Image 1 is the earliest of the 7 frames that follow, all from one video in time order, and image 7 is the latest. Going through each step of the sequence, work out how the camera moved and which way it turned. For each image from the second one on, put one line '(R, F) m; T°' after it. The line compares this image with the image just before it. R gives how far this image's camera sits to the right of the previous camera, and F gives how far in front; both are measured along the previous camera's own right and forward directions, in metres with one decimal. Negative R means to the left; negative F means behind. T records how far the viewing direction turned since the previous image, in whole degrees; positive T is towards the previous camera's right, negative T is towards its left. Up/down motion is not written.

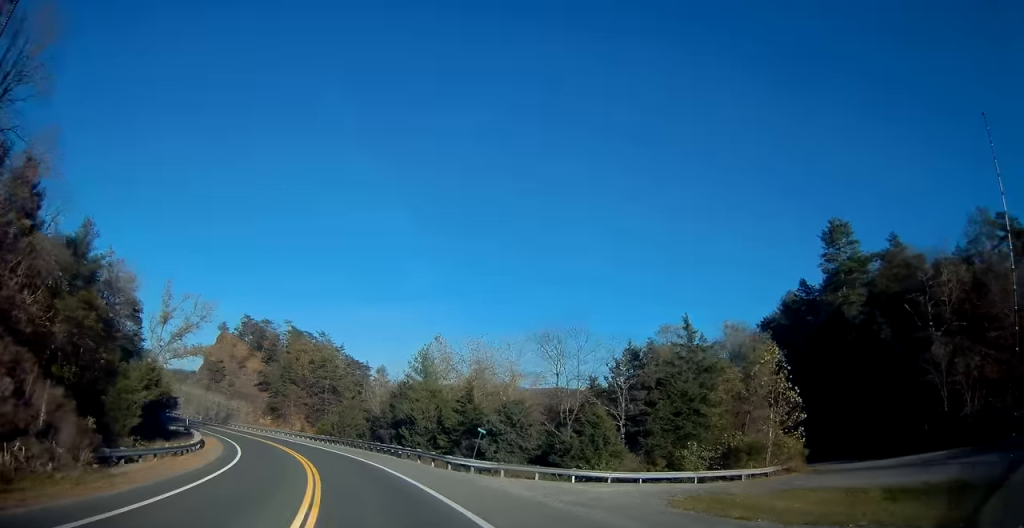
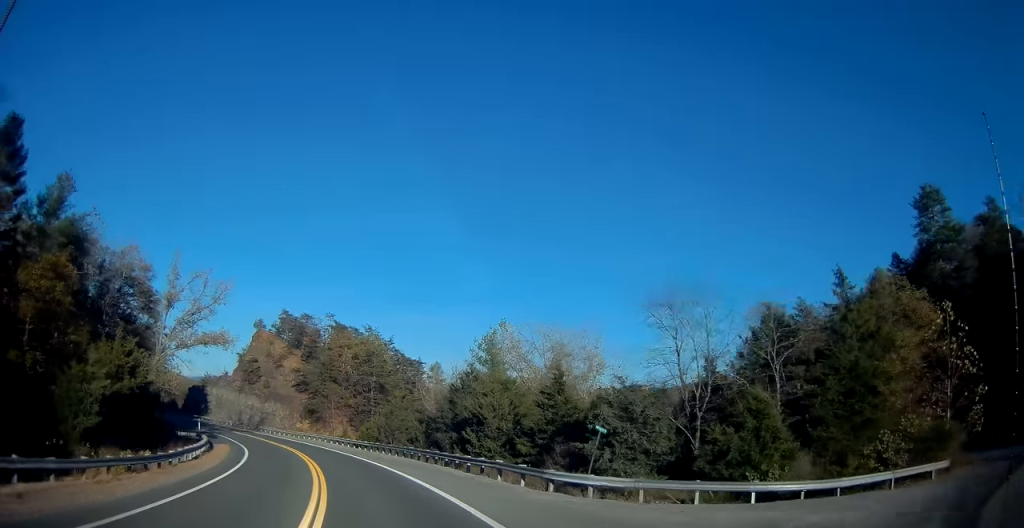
(-0.6, +11.8) m; -5°
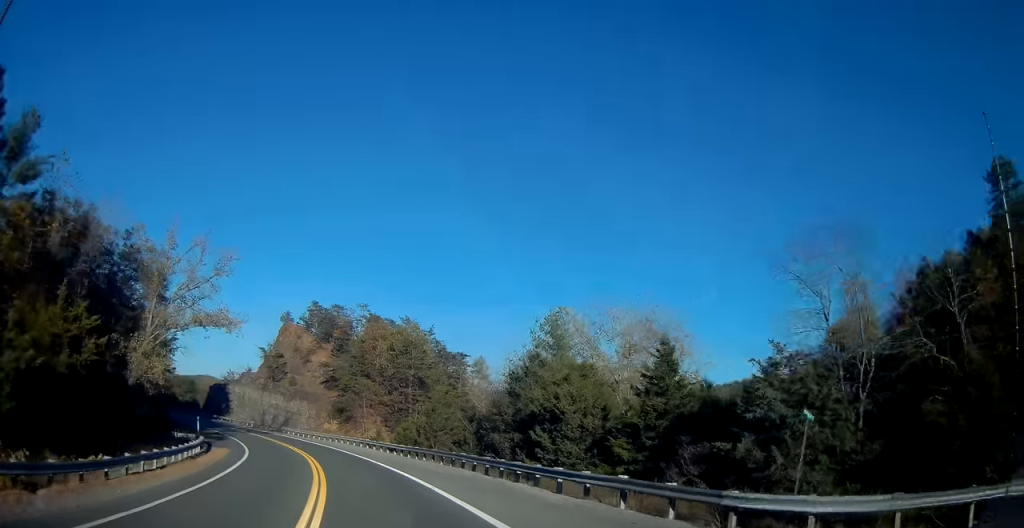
(-0.2, +9.9) m; -4°
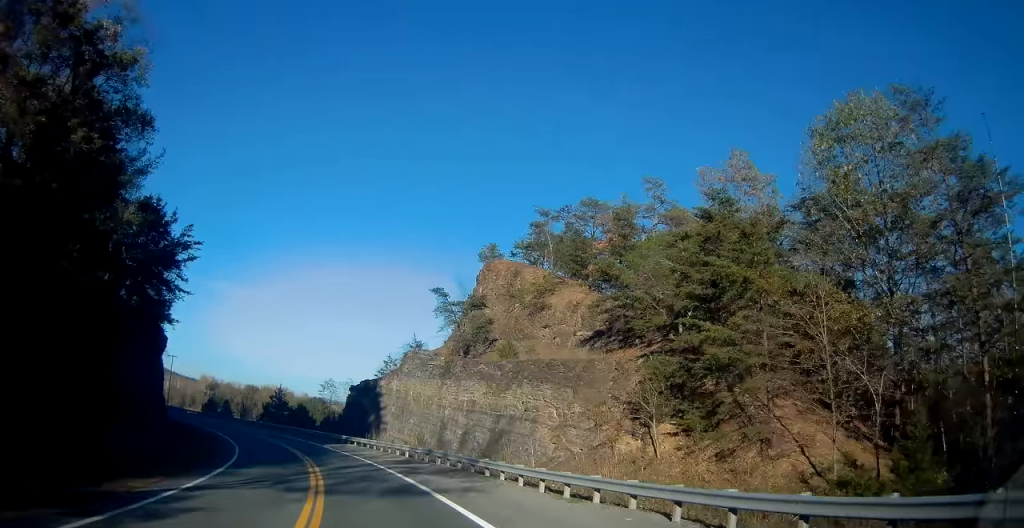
(-9.9, +52.3) m; -21°
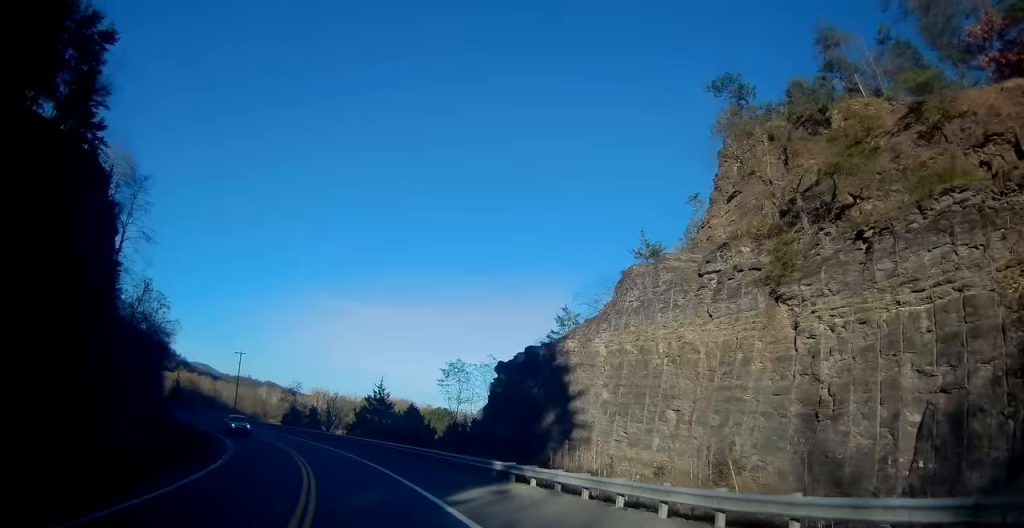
(-3.3, +31.3) m; -13°
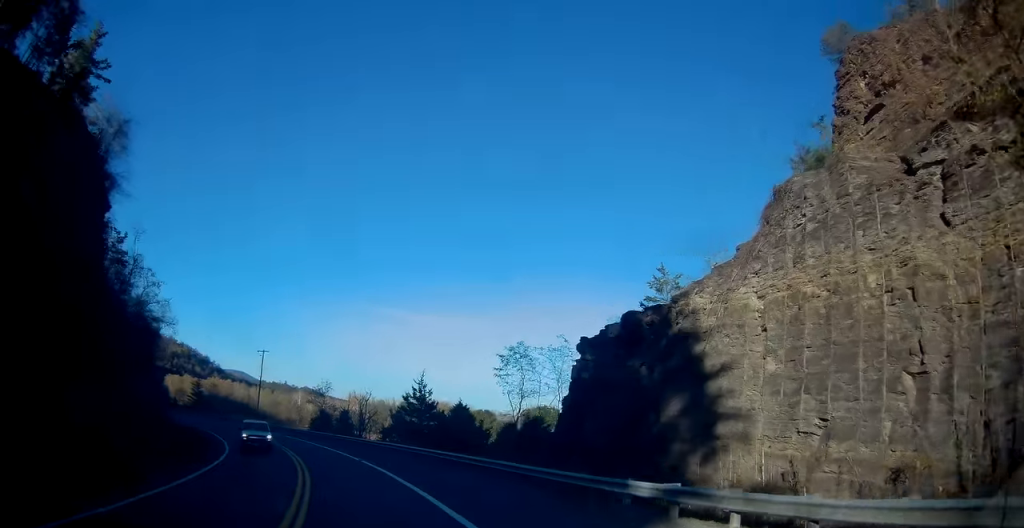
(-0.5, +9.8) m; -4°
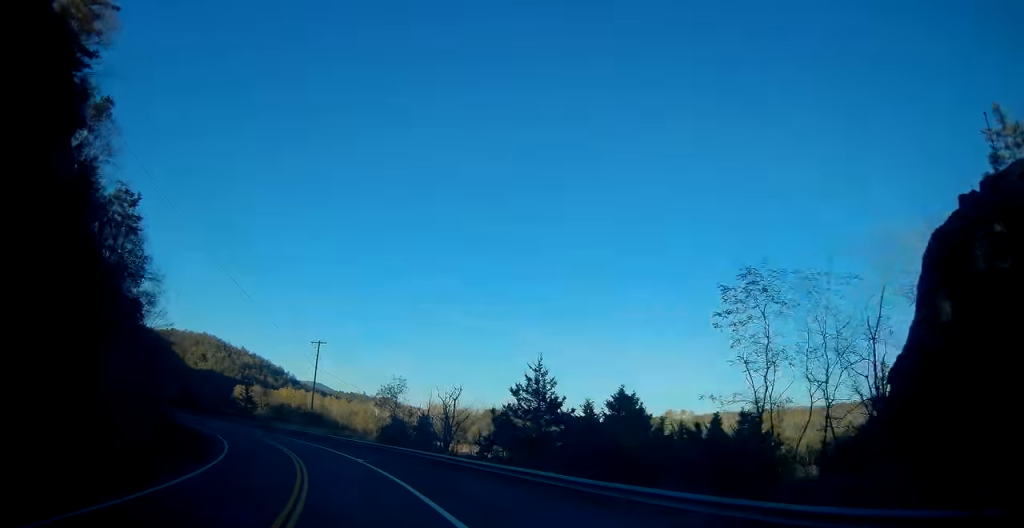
(-1.3, +18.8) m; -8°
